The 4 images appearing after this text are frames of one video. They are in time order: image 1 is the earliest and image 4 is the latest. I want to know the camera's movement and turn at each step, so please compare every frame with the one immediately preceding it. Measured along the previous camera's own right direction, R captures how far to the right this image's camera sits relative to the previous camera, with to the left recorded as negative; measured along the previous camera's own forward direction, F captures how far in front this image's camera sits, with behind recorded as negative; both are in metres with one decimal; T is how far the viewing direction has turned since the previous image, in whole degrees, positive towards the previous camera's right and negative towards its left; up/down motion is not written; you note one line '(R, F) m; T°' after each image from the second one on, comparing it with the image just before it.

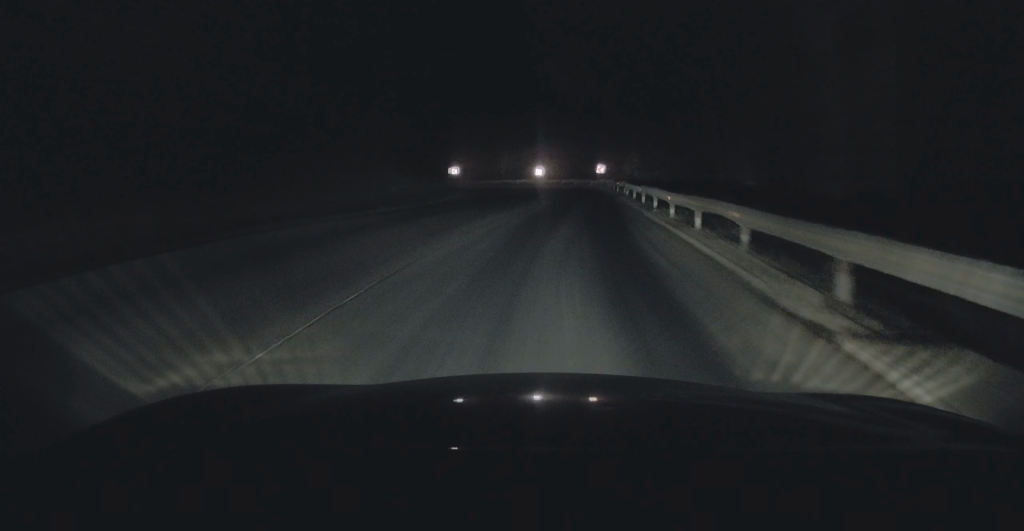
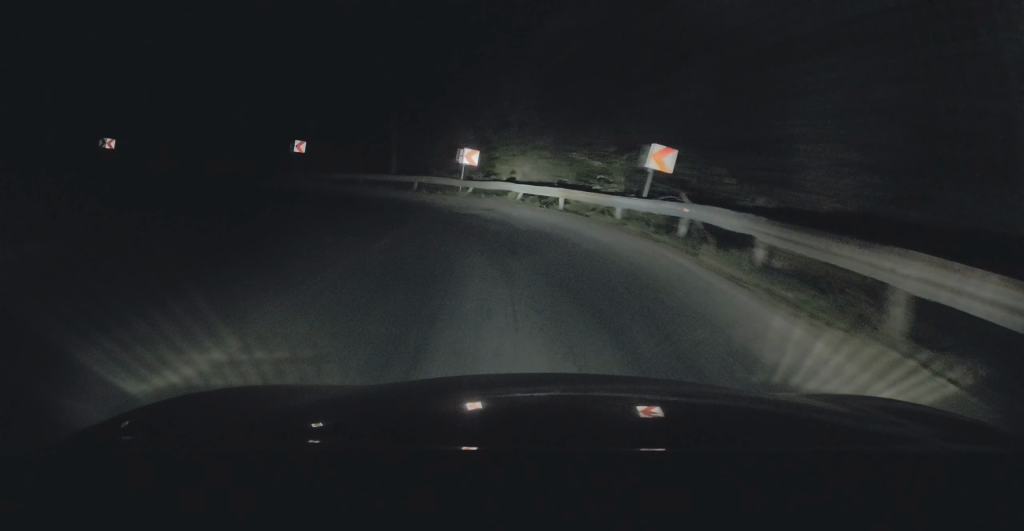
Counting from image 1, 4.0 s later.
(+4.0, +40.6) m; +4°
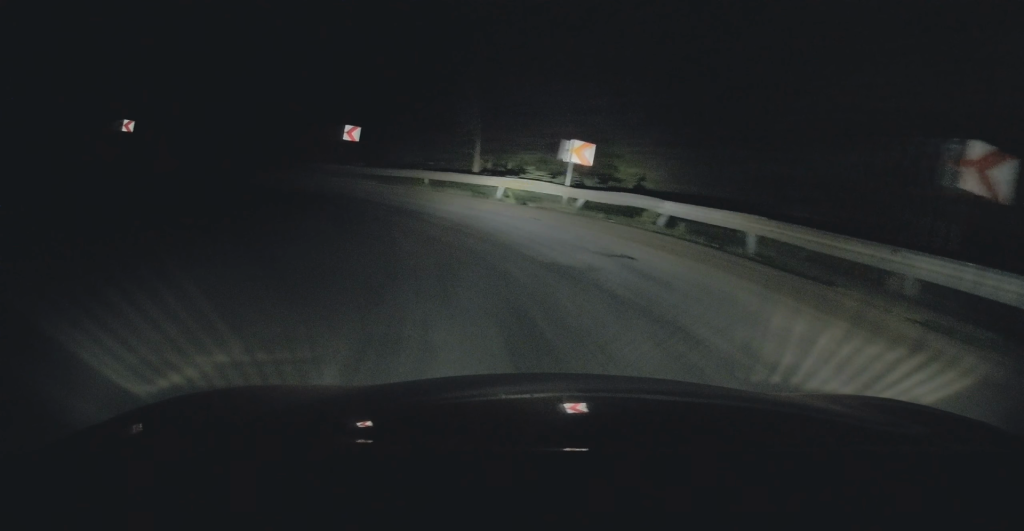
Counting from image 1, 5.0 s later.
(-0.6, +8.9) m; -7°
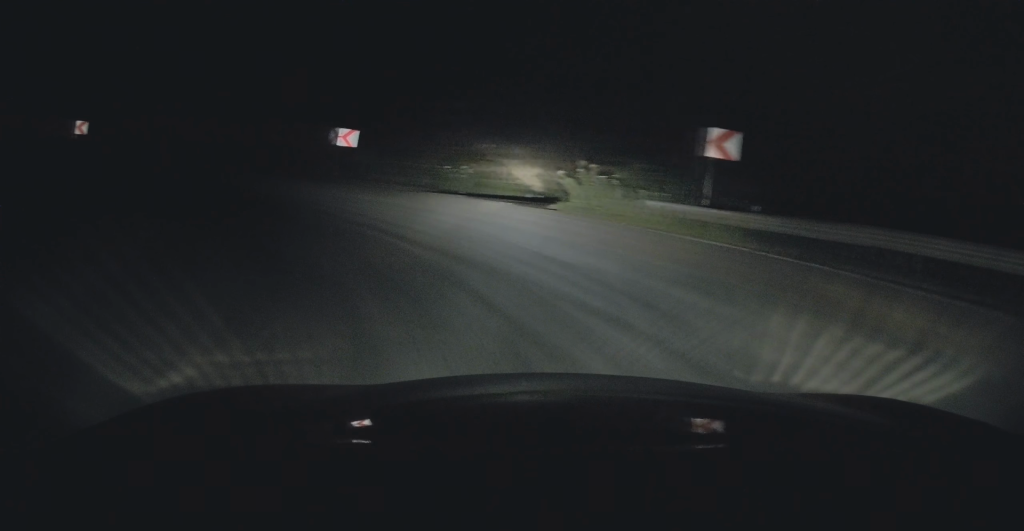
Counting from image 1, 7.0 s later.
(-2.5, +13.3) m; -30°
